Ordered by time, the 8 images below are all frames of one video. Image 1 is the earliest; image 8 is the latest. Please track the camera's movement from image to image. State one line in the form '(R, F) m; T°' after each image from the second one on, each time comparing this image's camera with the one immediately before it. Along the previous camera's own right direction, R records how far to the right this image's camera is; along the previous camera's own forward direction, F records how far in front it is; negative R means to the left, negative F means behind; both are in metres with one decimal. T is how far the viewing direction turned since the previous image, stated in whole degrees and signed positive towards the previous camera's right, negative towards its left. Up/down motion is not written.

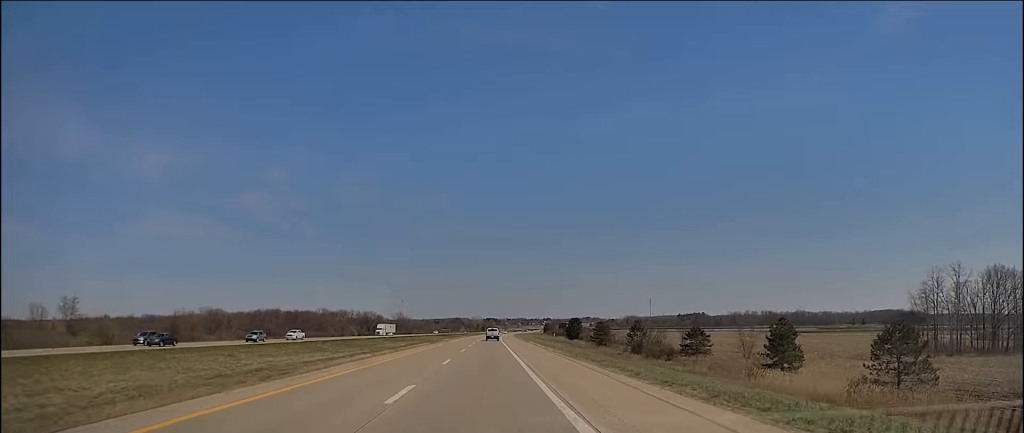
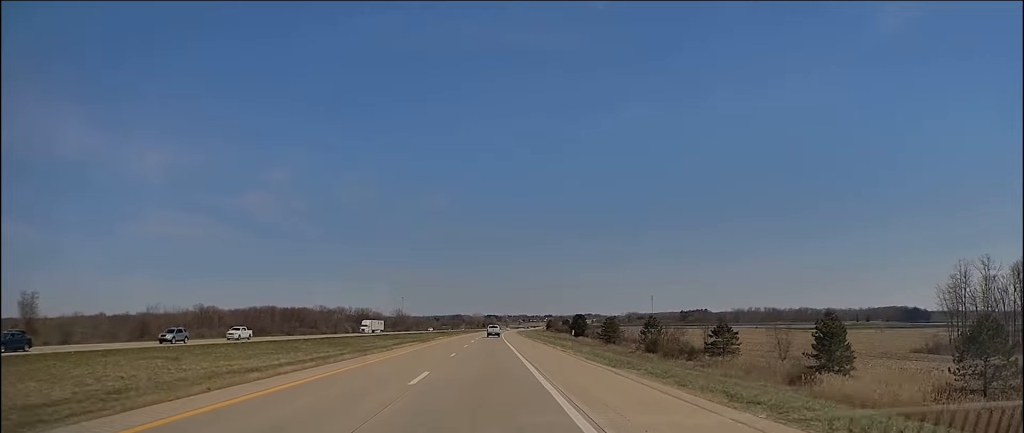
(-0.4, +11.6) m; 0°
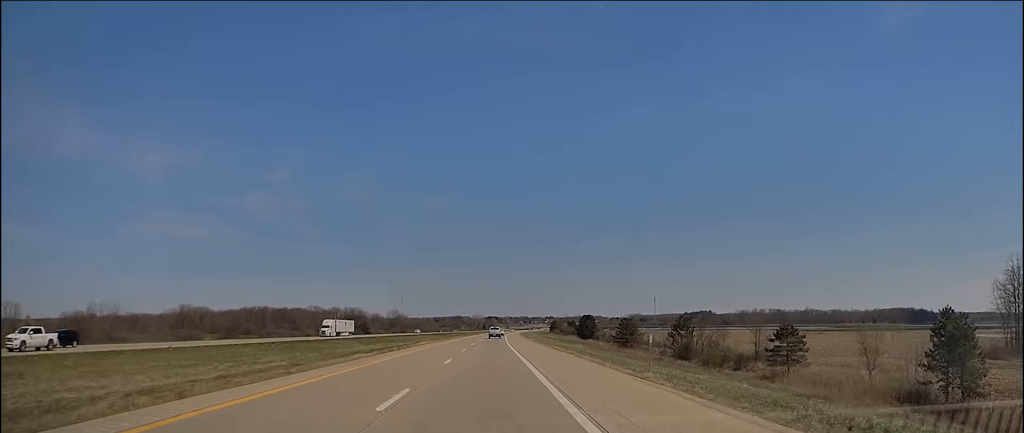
(+0.3, +20.3) m; +1°
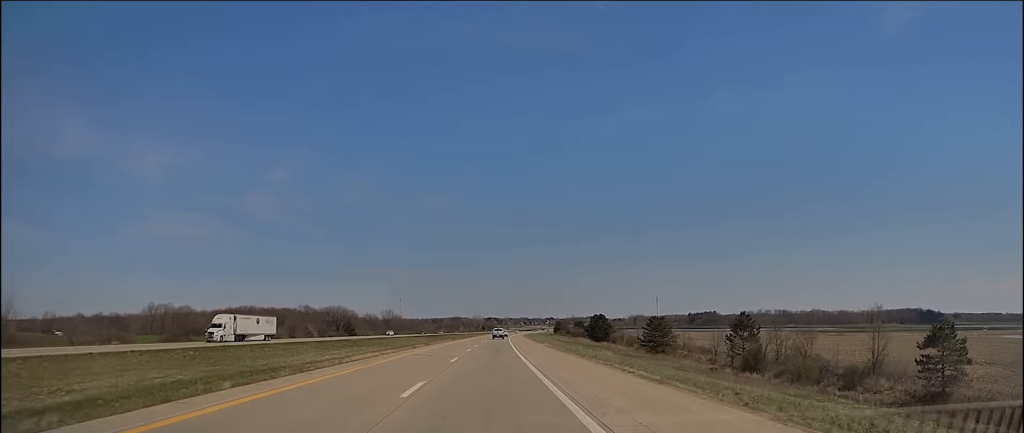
(+0.5, +27.9) m; +1°
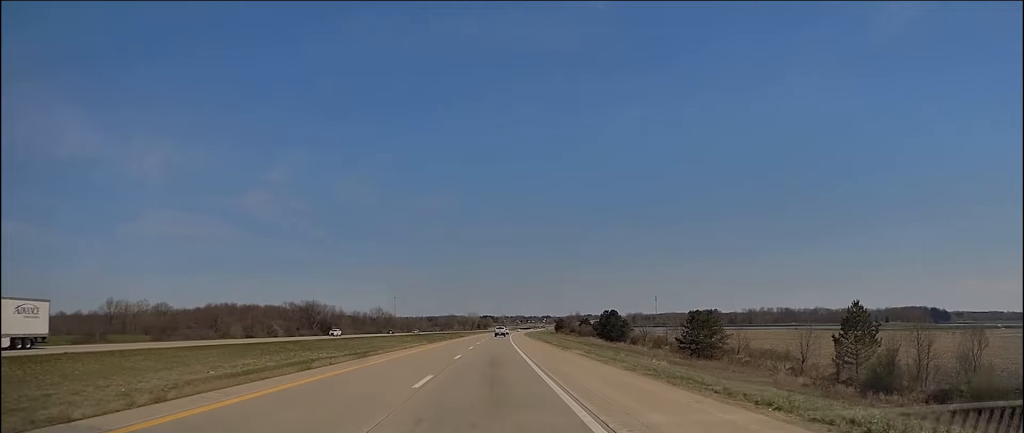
(-0.1, +28.8) m; -1°
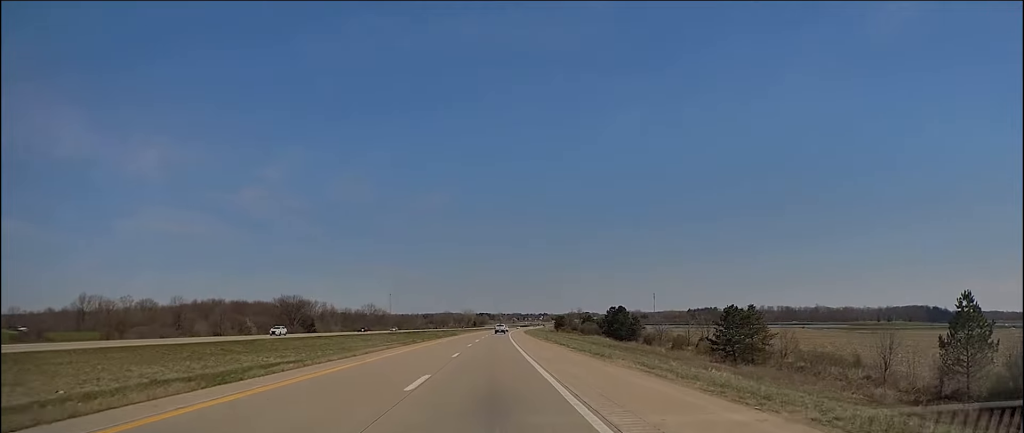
(-0.1, +16.3) m; 0°
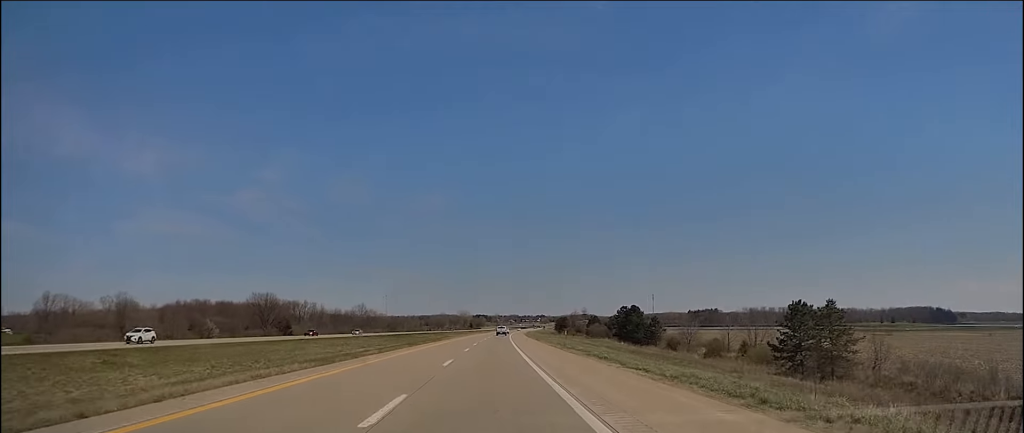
(0.0, +20.2) m; 0°
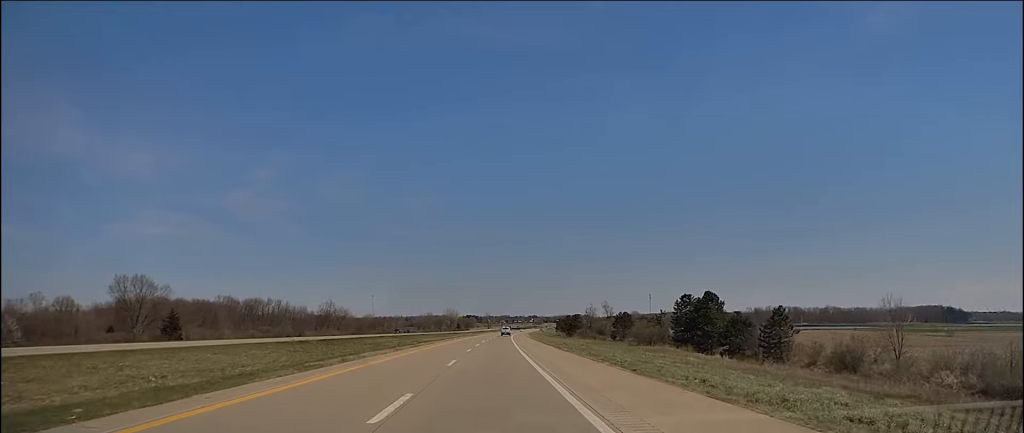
(+1.1, +60.6) m; +2°
